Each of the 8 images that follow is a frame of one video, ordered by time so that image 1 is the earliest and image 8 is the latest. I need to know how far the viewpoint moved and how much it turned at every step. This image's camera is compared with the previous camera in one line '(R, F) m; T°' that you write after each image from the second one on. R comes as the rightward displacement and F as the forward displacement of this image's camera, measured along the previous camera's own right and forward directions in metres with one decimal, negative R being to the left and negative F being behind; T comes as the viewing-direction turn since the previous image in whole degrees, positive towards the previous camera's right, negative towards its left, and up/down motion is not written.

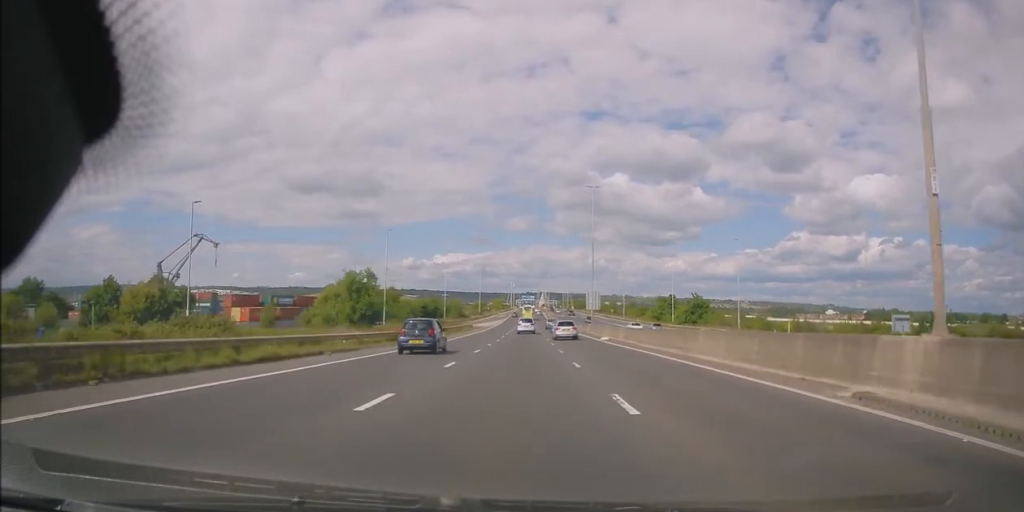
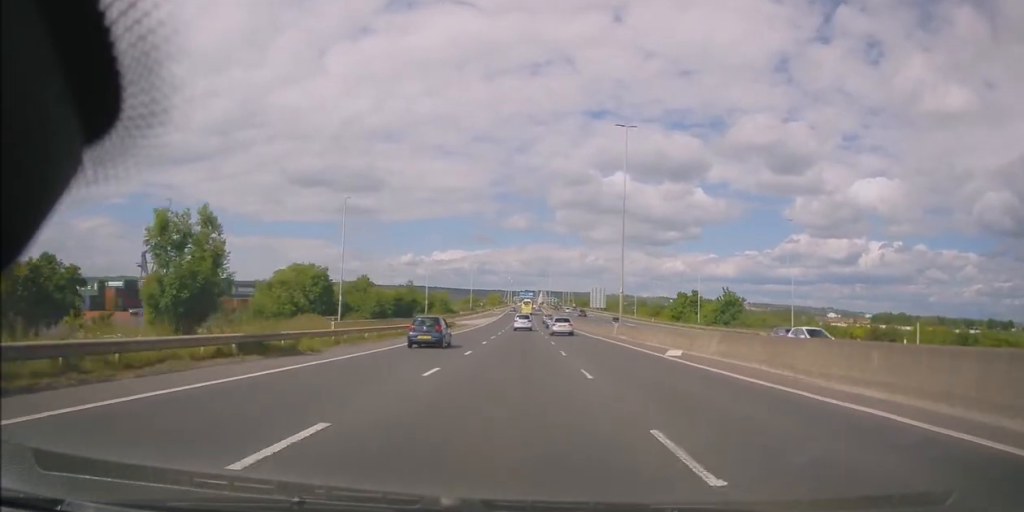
(+0.2, +21.4) m; 0°
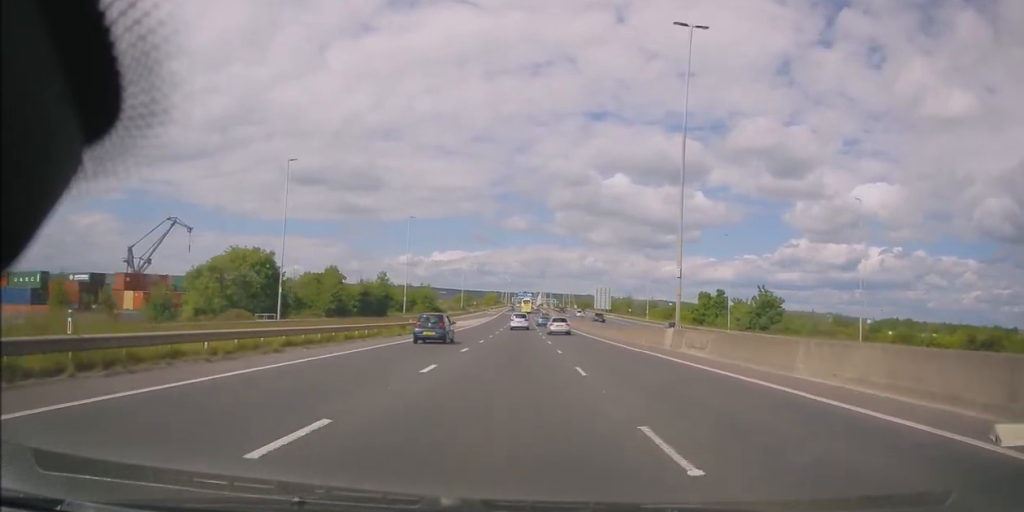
(-0.2, +17.6) m; 0°
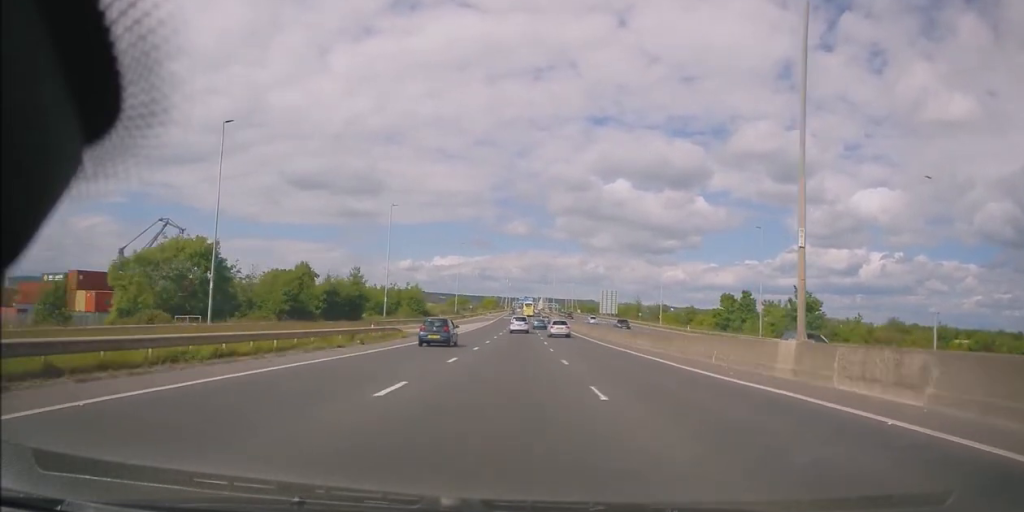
(0.0, +12.8) m; 0°
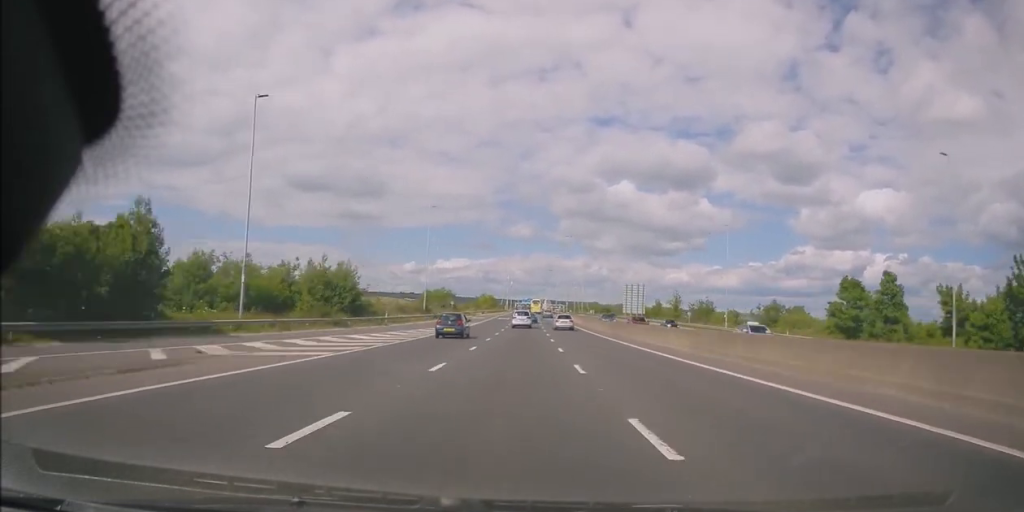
(-0.1, +40.0) m; -1°
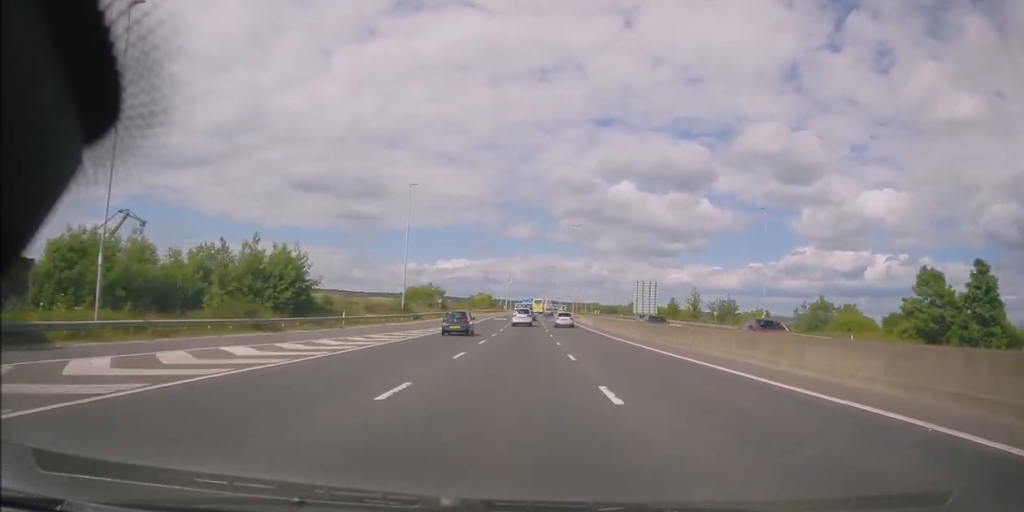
(-0.2, +14.3) m; 0°
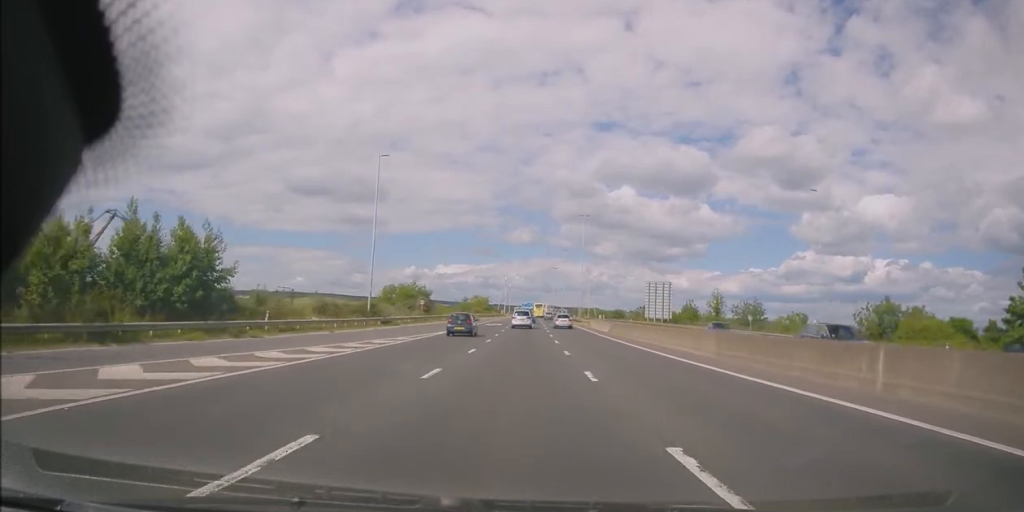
(-0.1, +14.2) m; 0°
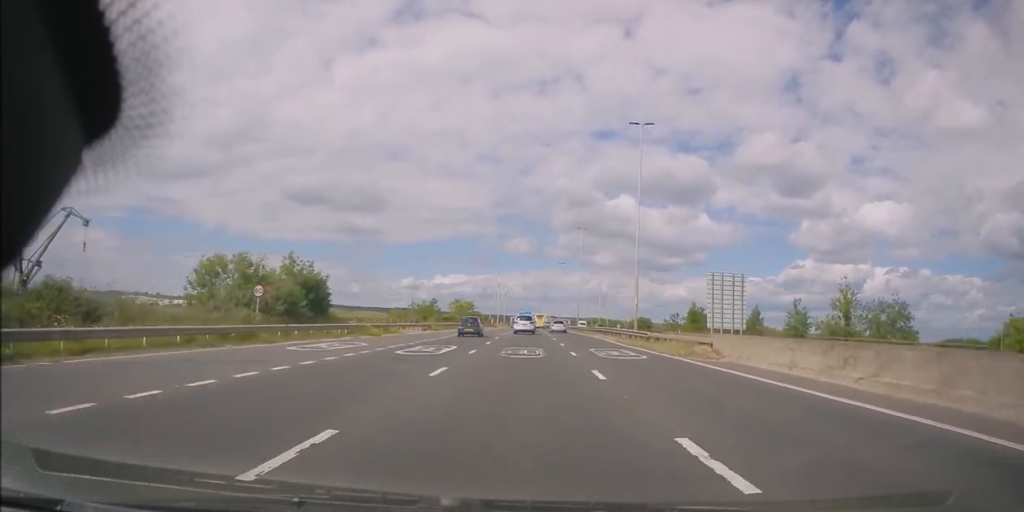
(+0.3, +44.0) m; 0°
